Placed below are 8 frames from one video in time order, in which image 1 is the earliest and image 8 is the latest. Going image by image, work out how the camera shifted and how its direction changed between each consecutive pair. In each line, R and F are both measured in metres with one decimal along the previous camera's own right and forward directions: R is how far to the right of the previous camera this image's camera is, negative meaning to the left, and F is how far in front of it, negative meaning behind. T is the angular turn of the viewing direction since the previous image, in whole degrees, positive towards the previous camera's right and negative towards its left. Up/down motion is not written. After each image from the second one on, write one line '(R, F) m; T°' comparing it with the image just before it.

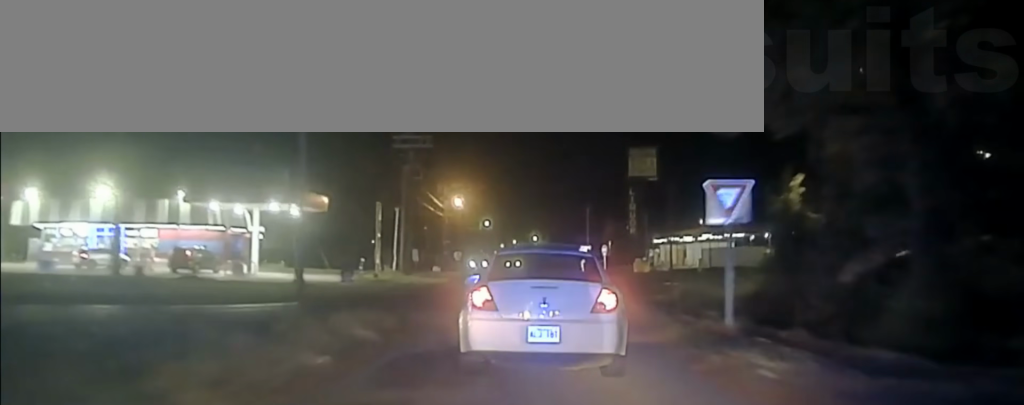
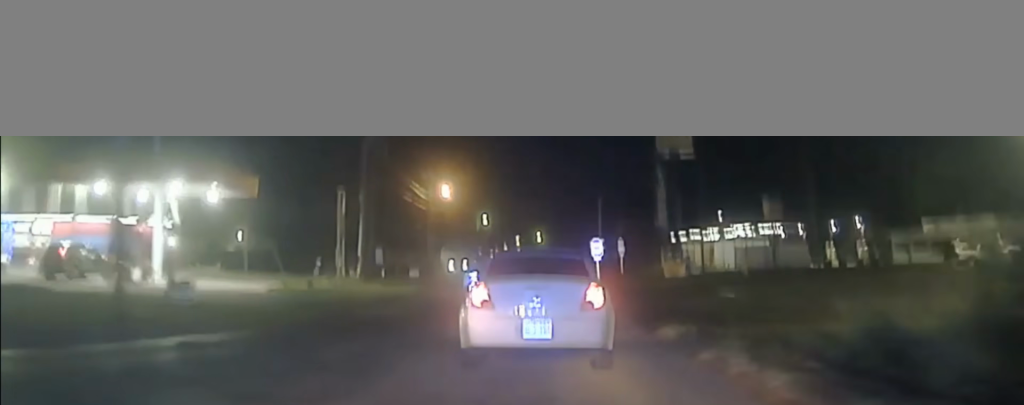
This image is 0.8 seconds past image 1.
(+0.5, +13.7) m; +2°
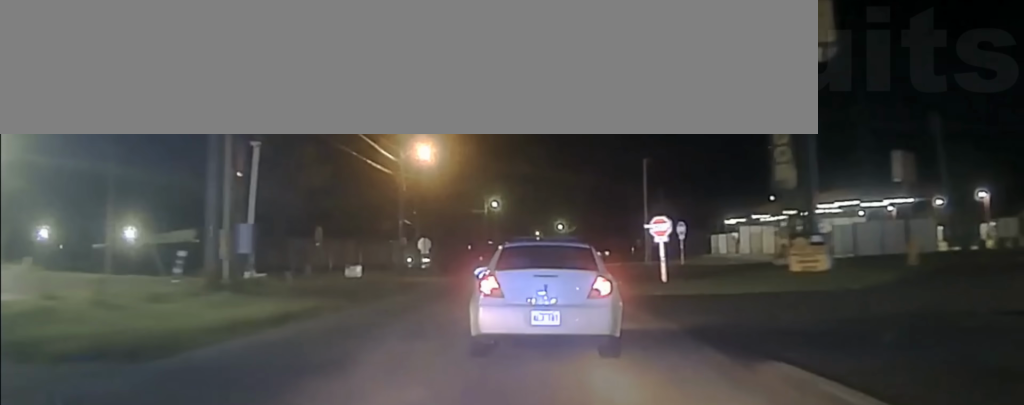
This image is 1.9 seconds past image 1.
(+0.4, +21.1) m; +1°
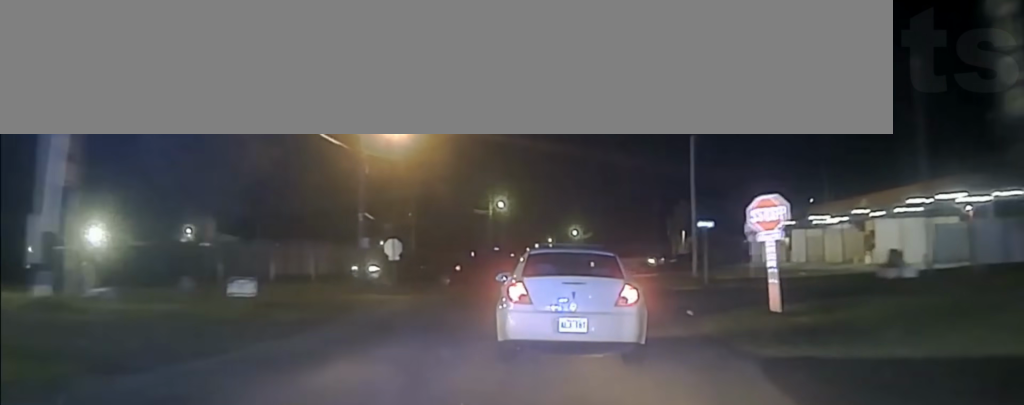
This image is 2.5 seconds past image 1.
(0.0, +13.5) m; -1°
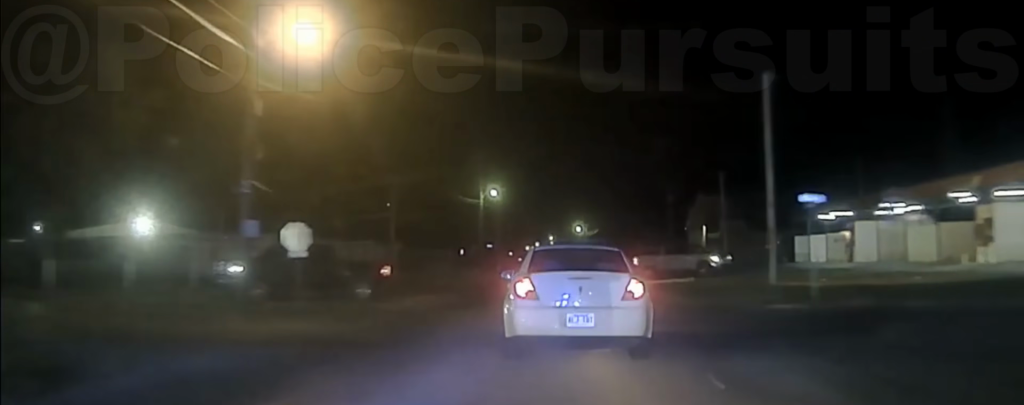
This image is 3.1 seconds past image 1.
(-0.1, +14.6) m; -1°
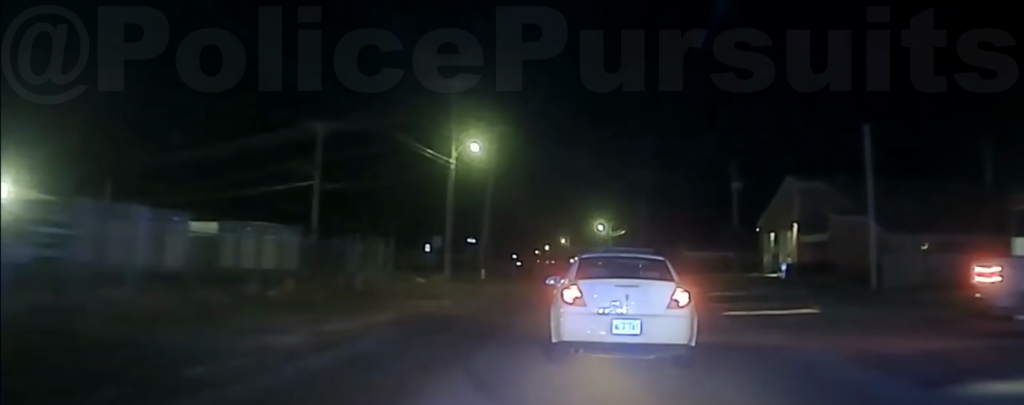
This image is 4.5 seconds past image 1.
(-0.4, +36.8) m; -1°
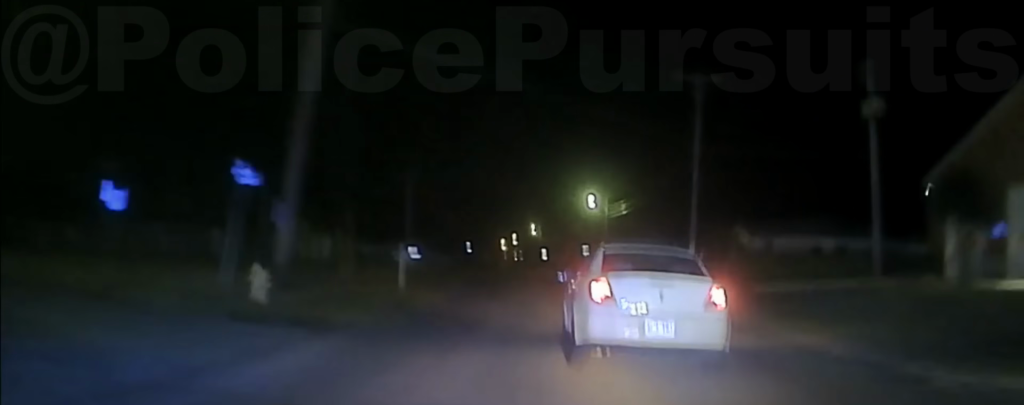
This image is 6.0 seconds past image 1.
(+0.2, +44.7) m; +1°
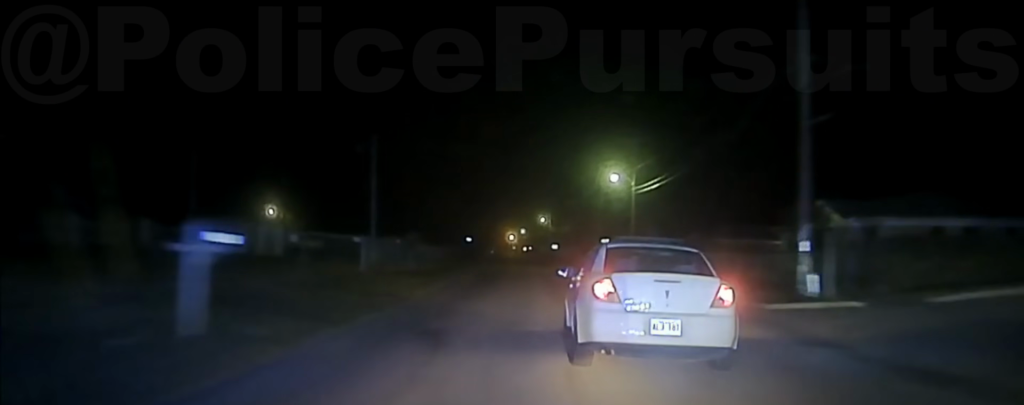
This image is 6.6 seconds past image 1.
(0.0, +15.5) m; 0°
